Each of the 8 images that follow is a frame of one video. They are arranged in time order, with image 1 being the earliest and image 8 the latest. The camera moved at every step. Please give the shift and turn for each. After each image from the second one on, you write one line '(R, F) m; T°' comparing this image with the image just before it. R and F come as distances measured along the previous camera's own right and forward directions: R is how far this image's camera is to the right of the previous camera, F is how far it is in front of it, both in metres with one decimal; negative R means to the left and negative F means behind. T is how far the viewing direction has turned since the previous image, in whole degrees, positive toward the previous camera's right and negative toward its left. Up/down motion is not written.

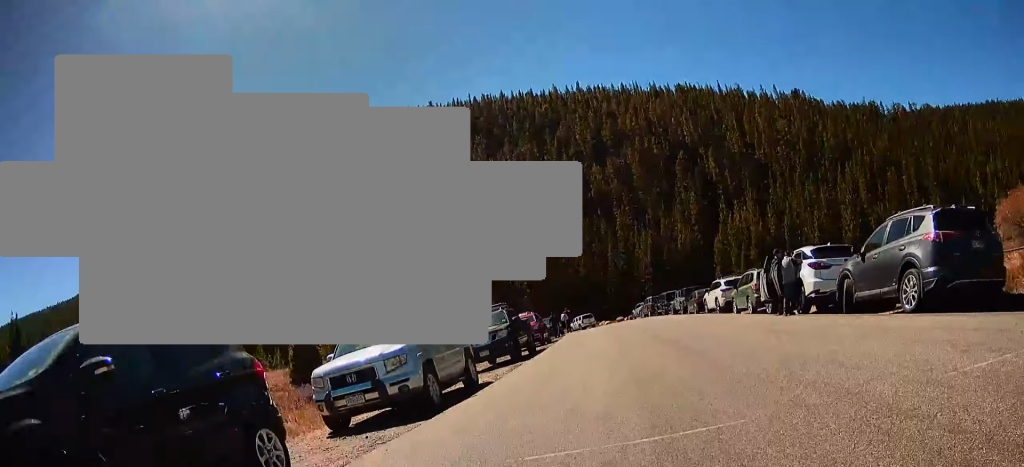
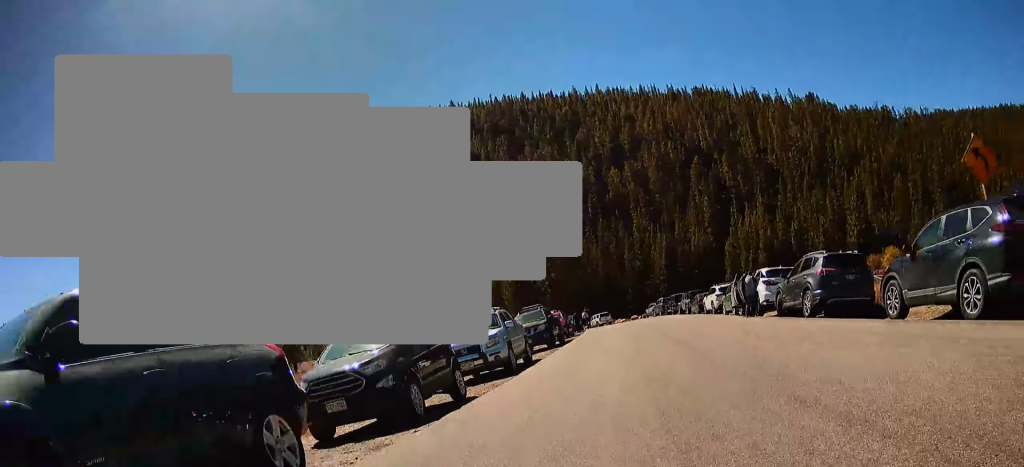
(0.0, +3.6) m; -1°
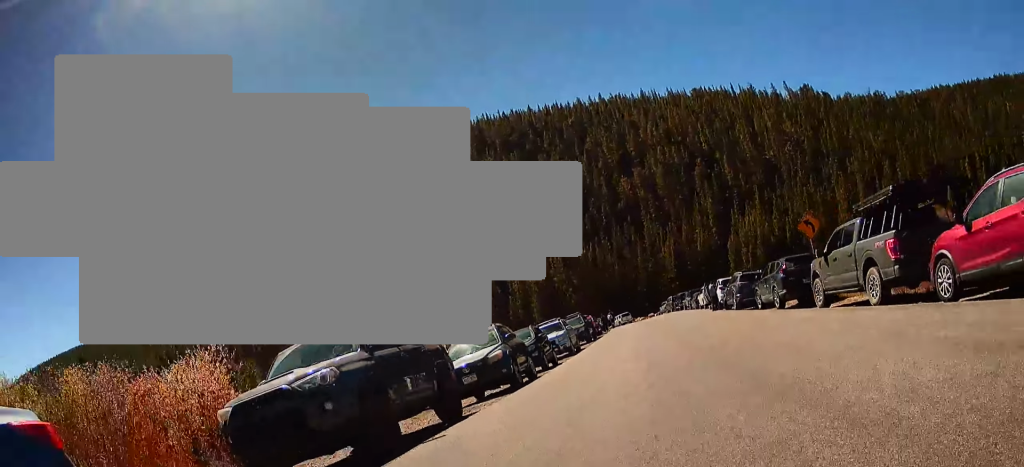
(-0.1, +7.2) m; -2°
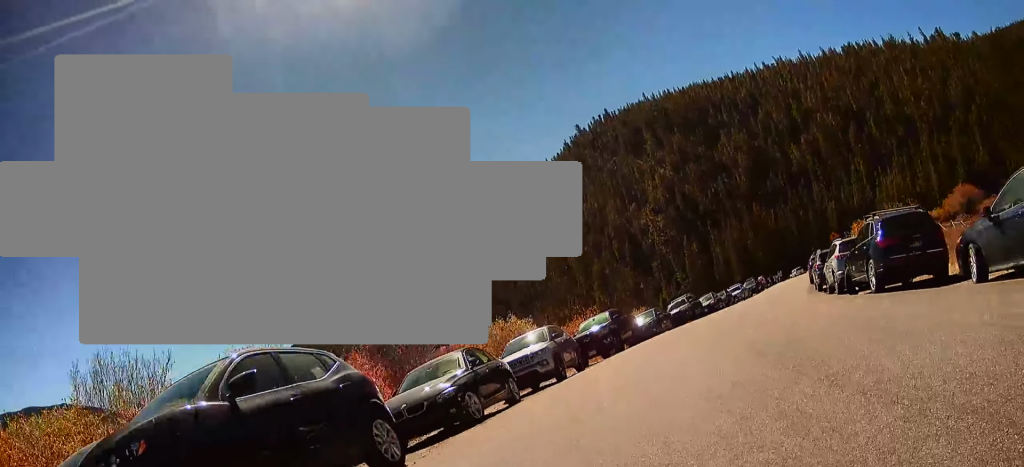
(-2.6, +19.0) m; -18°
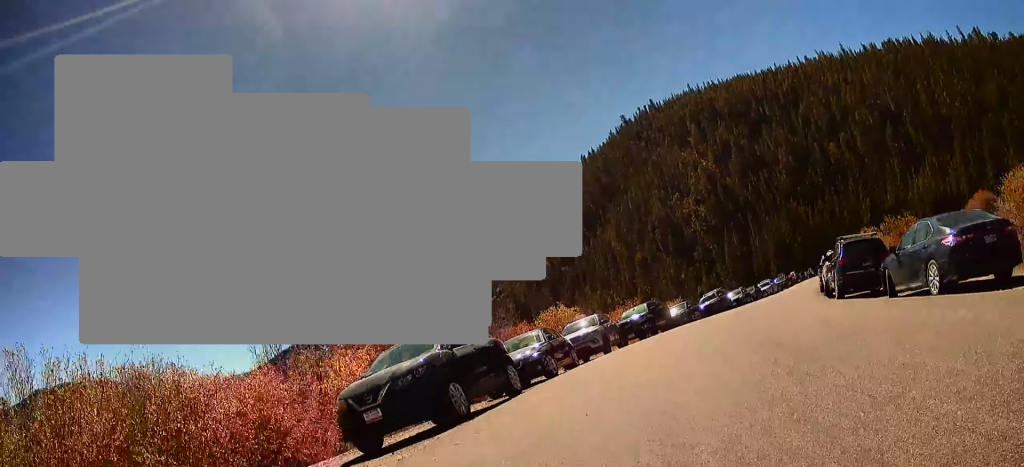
(0.0, +3.5) m; -2°
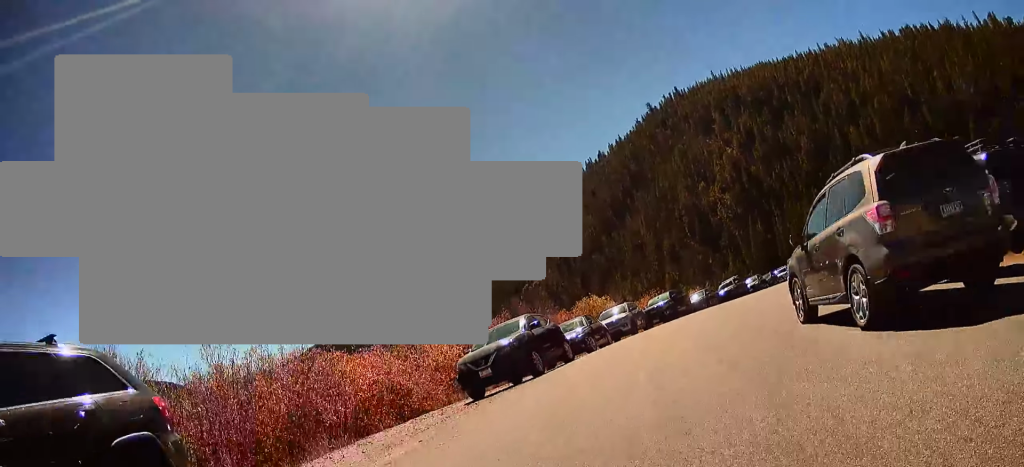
(+0.1, +3.5) m; -2°
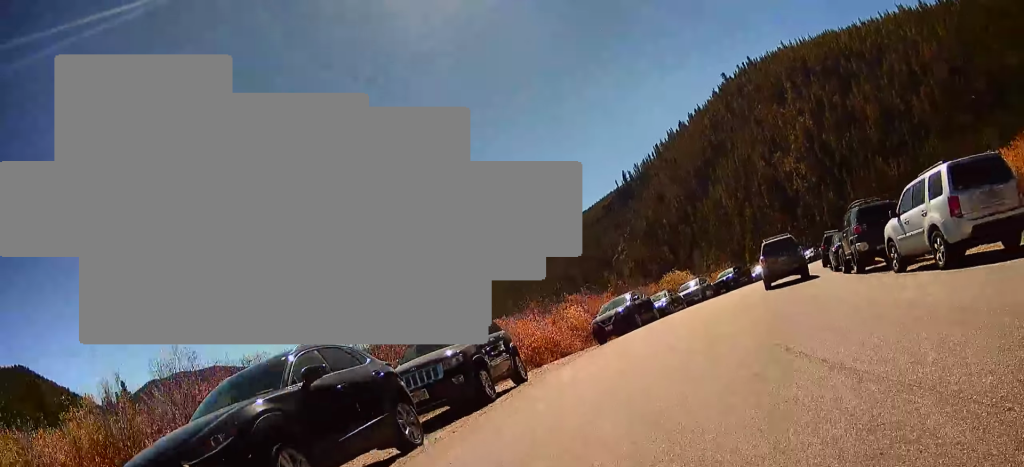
(-0.4, +7.3) m; -10°
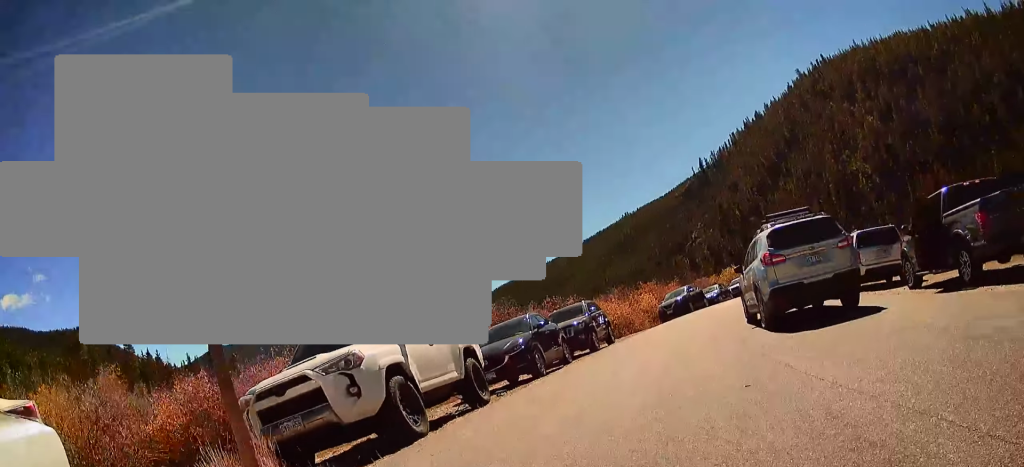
(-0.7, +7.0) m; -9°
